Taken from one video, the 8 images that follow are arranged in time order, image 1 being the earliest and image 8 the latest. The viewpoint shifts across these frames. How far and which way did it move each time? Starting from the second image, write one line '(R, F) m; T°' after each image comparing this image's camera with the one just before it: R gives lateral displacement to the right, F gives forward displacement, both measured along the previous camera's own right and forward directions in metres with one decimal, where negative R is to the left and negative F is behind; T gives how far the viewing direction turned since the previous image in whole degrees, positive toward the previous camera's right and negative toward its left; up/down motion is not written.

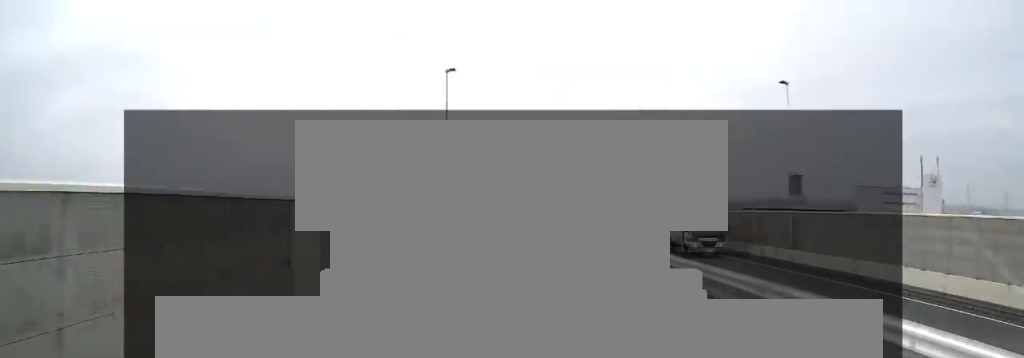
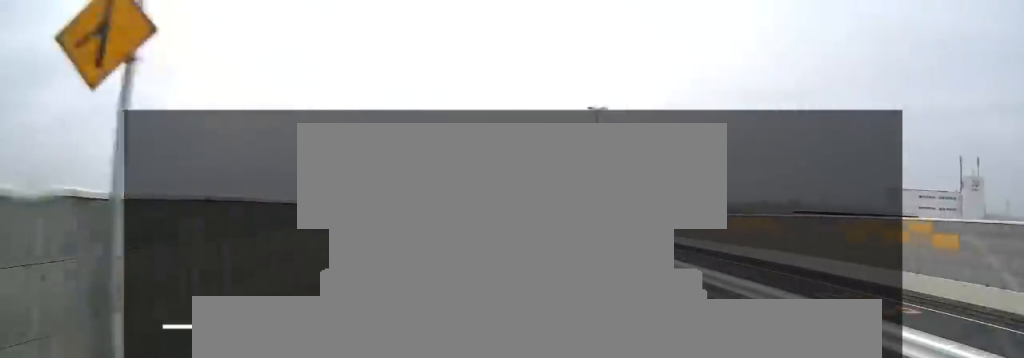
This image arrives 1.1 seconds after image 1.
(+0.4, +24.2) m; +2°
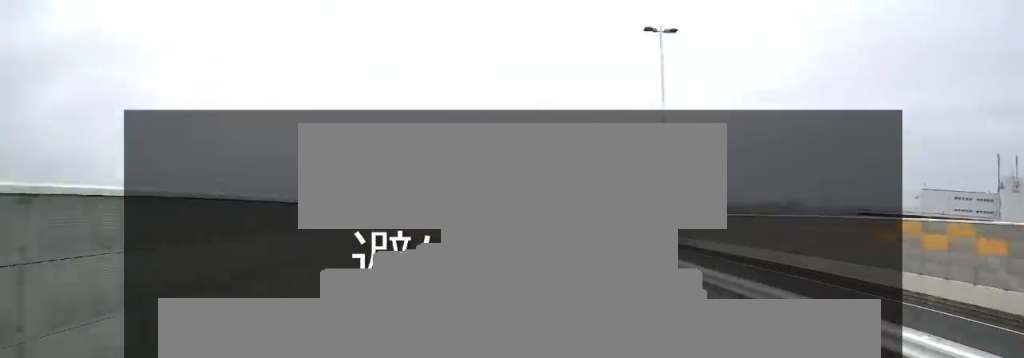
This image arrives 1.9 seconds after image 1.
(+0.5, +17.6) m; +1°
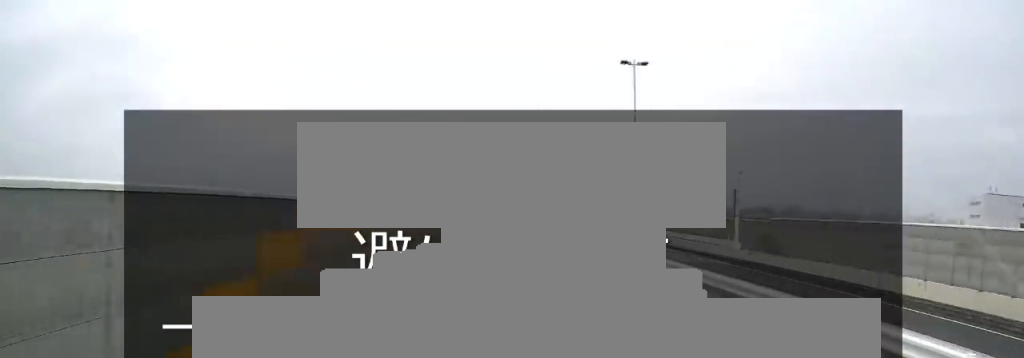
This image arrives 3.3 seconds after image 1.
(-0.2, +29.6) m; 0°
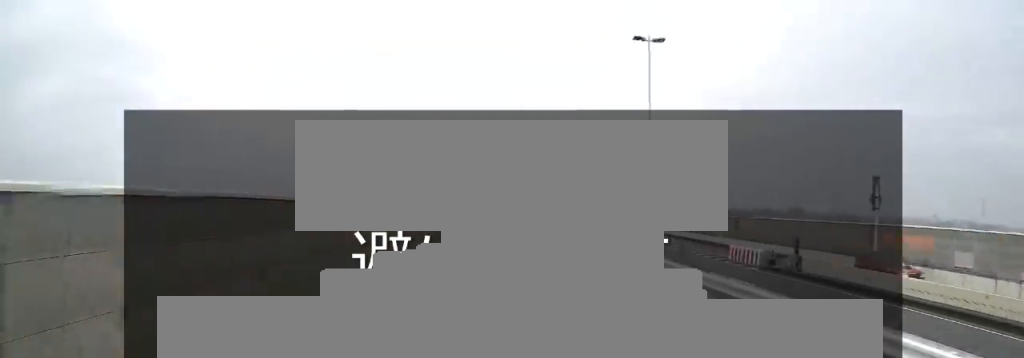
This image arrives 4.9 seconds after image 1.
(0.0, +36.3) m; 0°
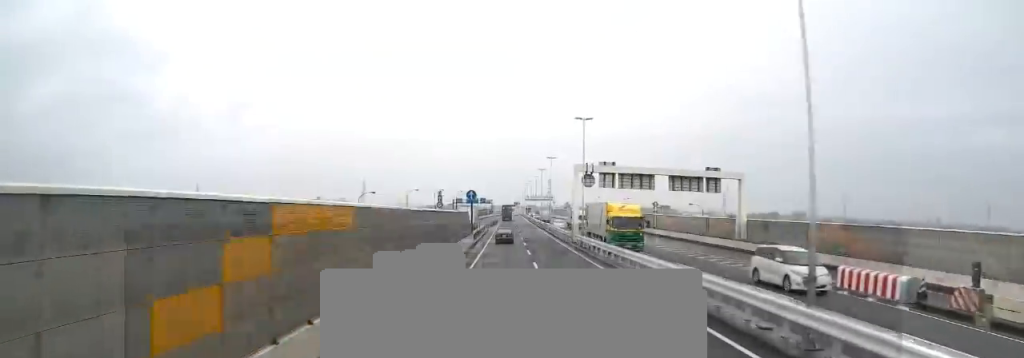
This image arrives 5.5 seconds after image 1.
(0.0, +13.3) m; 0°
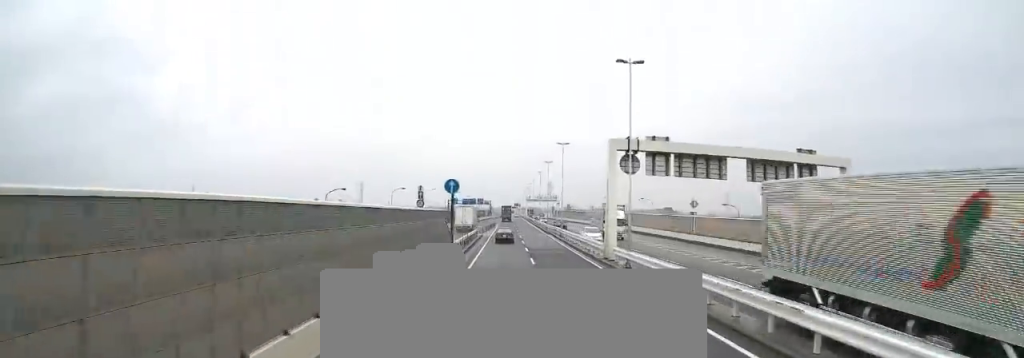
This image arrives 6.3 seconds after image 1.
(0.0, +17.6) m; 0°
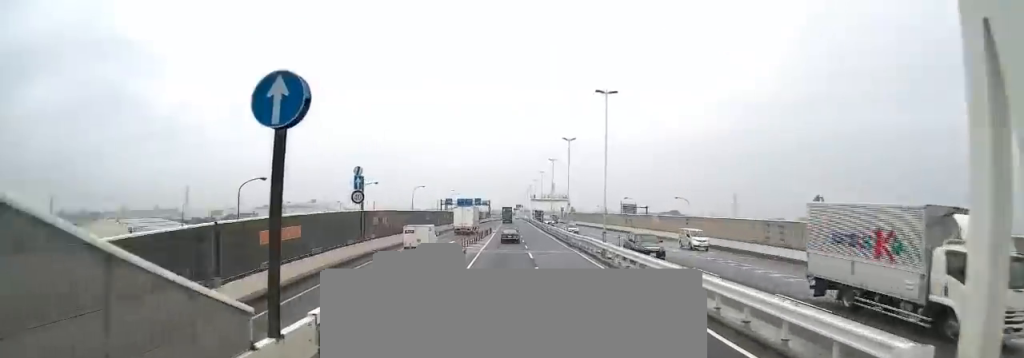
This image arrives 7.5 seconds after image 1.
(-0.1, +26.1) m; 0°
